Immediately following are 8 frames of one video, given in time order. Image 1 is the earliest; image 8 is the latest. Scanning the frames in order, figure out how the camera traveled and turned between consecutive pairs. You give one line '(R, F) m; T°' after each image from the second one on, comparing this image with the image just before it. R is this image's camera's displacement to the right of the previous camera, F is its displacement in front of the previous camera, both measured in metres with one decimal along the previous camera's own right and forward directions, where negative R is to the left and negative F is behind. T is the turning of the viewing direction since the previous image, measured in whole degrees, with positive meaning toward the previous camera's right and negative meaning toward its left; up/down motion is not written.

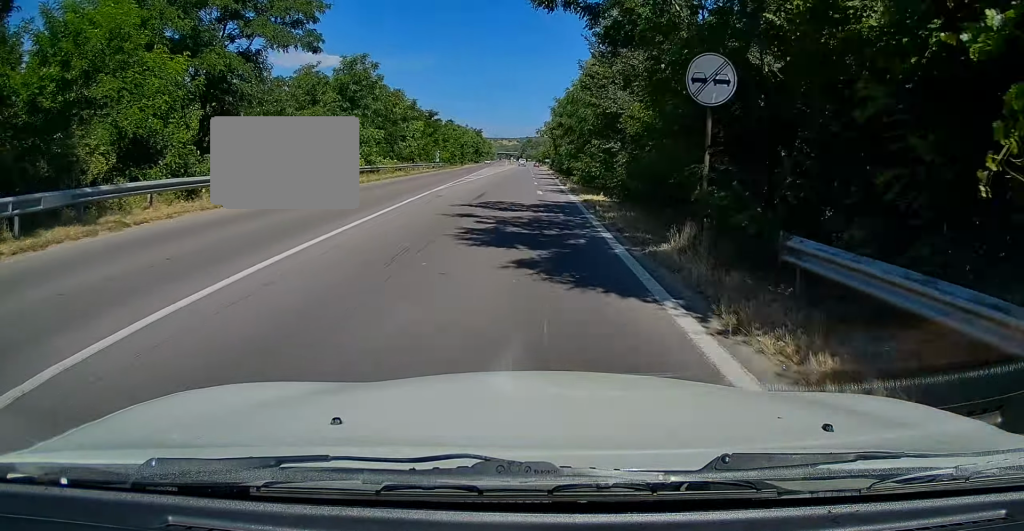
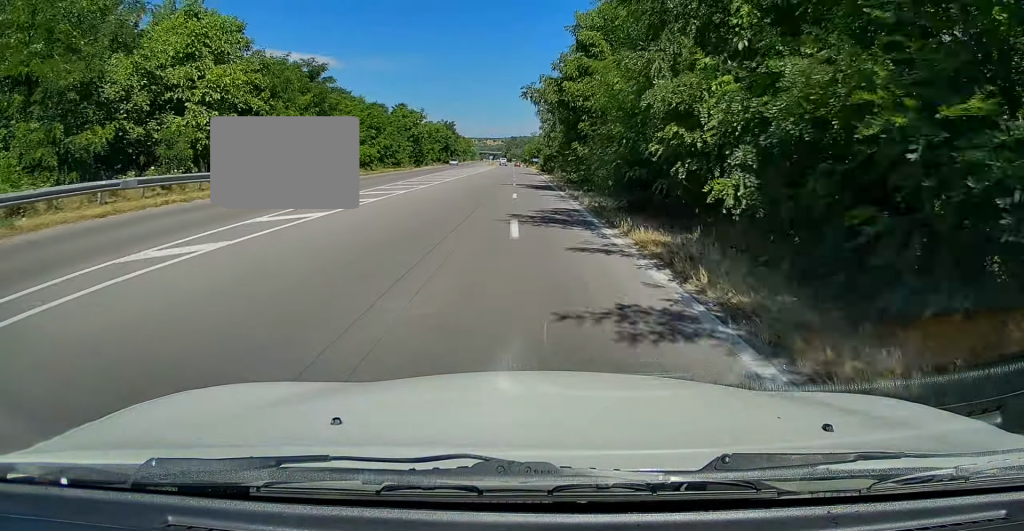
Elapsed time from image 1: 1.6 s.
(+0.2, +39.2) m; +1°
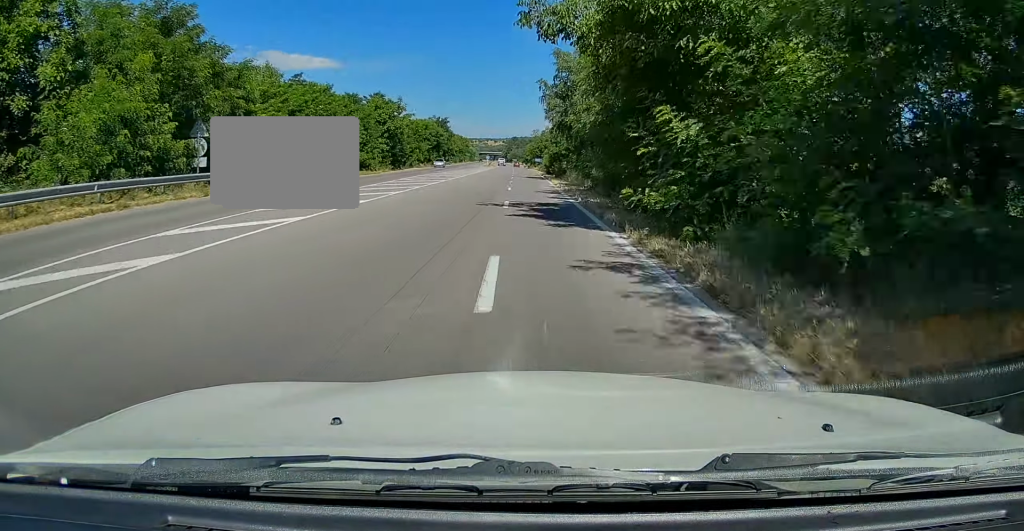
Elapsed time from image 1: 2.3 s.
(0.0, +17.1) m; +1°
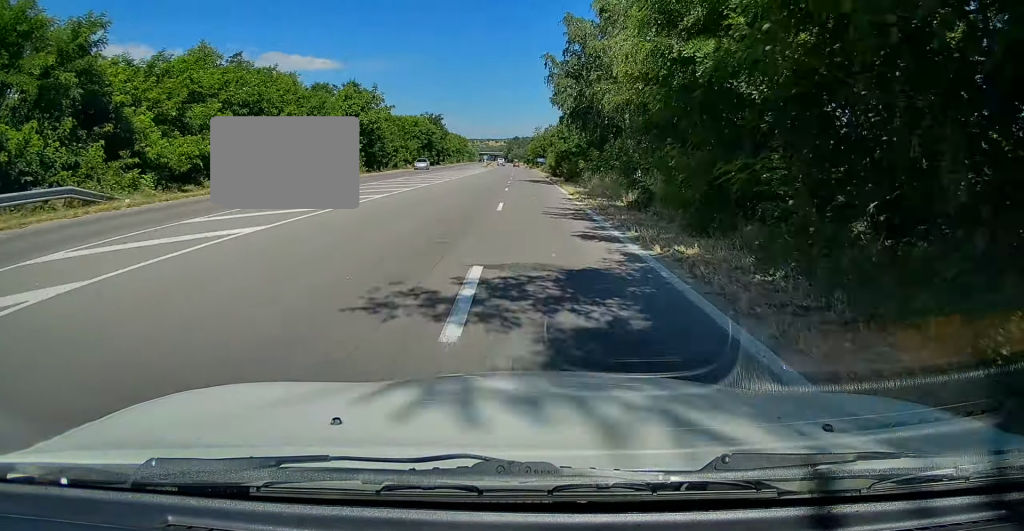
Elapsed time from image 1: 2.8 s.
(+0.2, +13.1) m; 0°
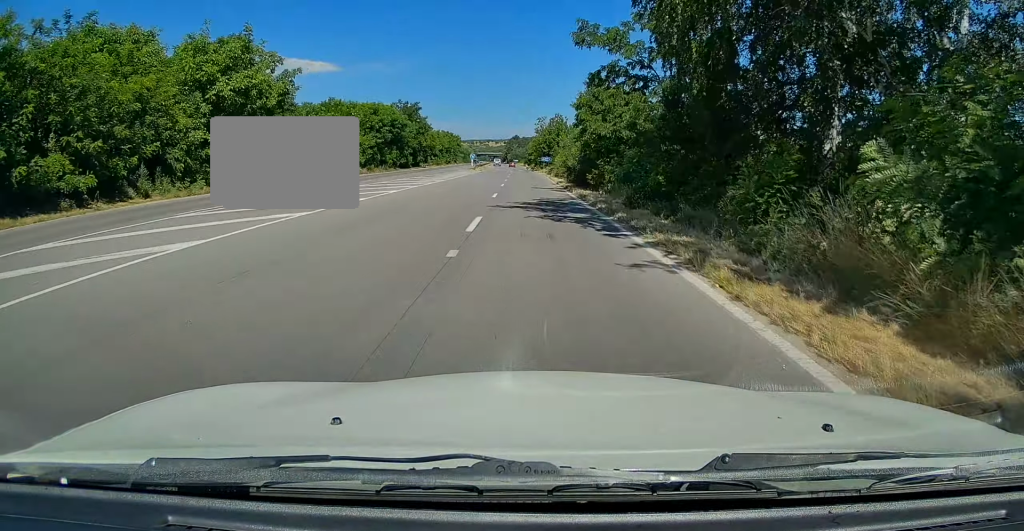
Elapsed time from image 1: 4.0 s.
(-0.2, +29.4) m; 0°
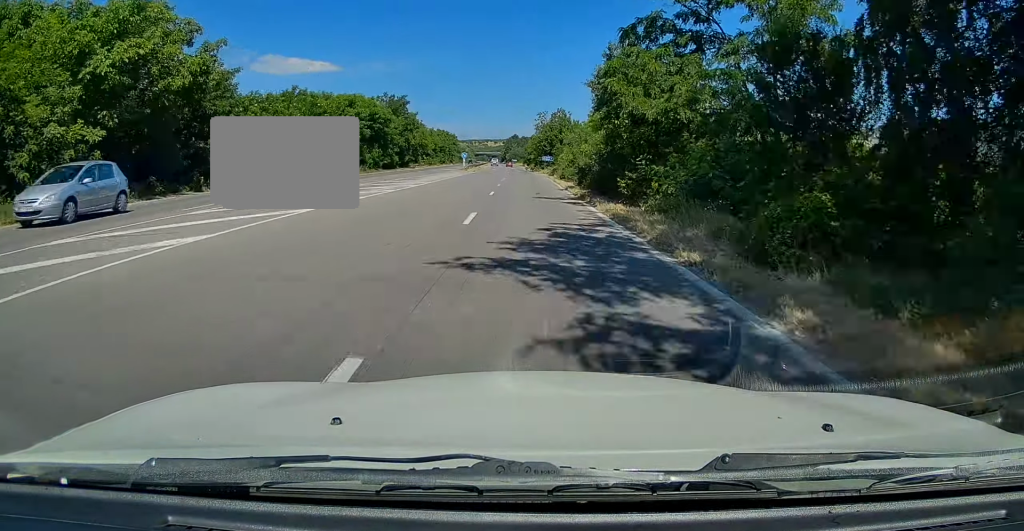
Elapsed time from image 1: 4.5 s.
(0.0, +10.6) m; 0°
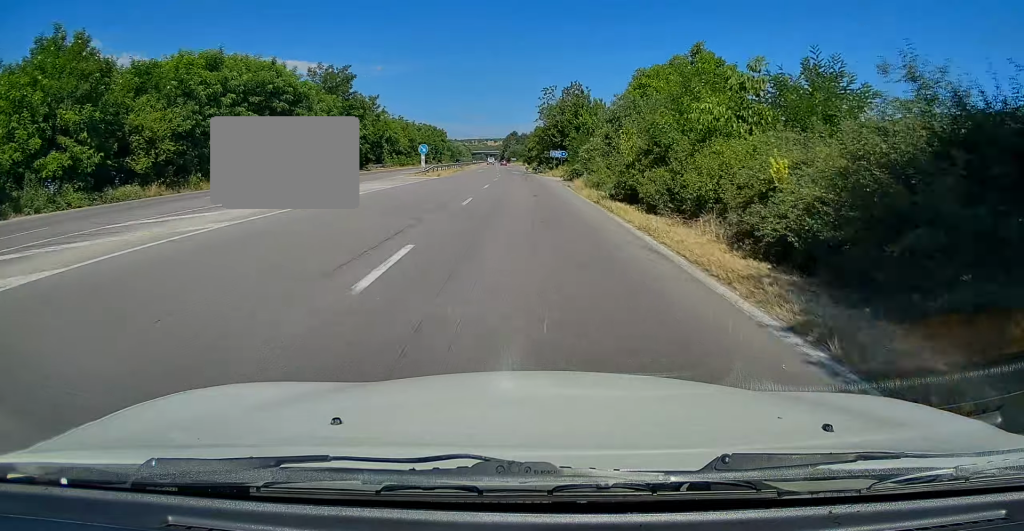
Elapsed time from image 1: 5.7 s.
(0.0, +31.1) m; 0°
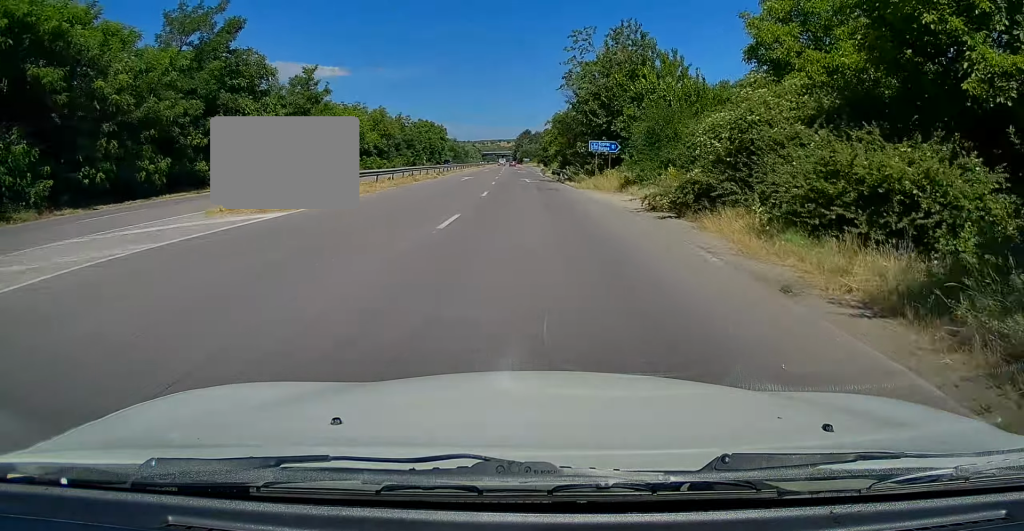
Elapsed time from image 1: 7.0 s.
(-0.2, +30.3) m; -1°
